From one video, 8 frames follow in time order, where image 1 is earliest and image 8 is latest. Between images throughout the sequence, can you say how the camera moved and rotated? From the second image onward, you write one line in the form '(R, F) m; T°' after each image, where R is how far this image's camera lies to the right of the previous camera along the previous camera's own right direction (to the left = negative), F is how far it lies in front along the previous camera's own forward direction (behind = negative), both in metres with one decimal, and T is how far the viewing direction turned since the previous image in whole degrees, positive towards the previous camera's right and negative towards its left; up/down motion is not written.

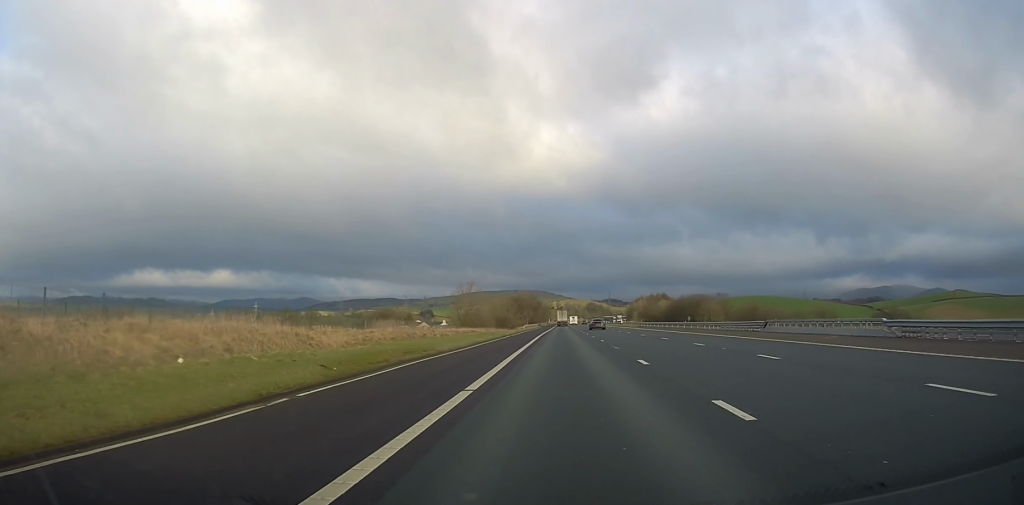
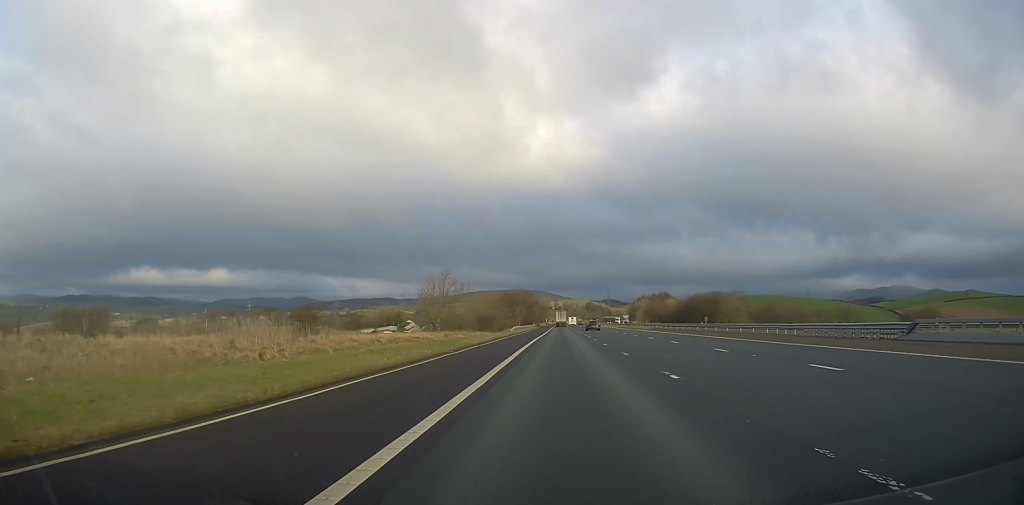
(-0.1, +24.3) m; 0°
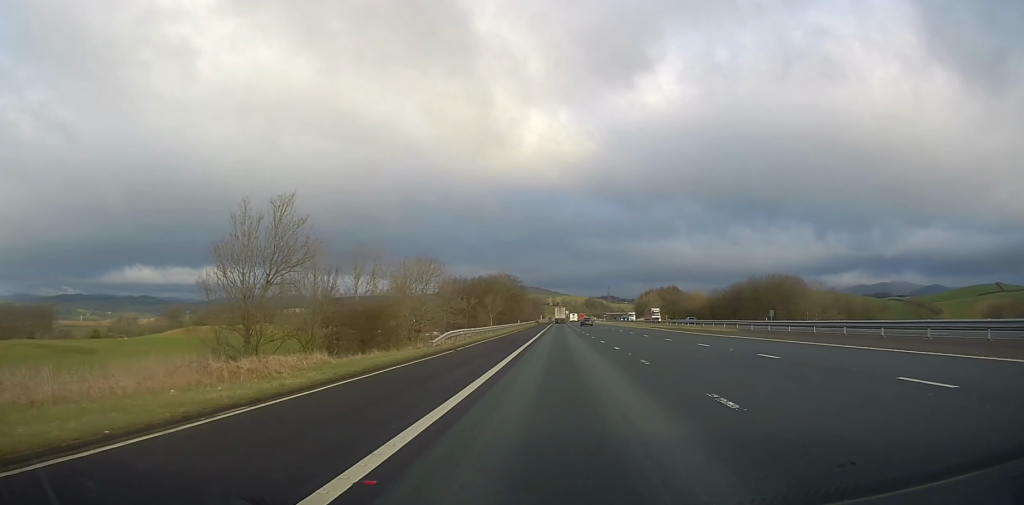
(0.0, +52.6) m; 0°
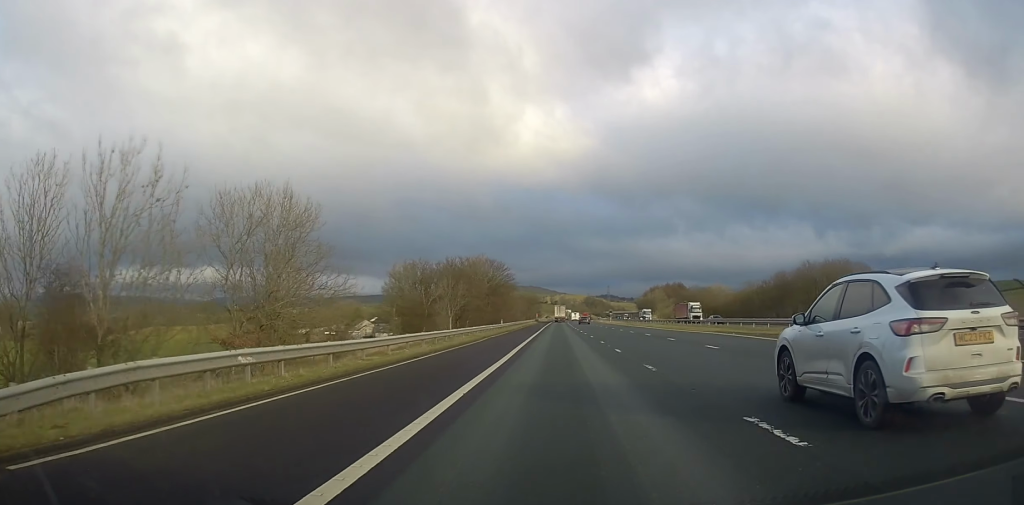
(0.0, +28.5) m; 0°
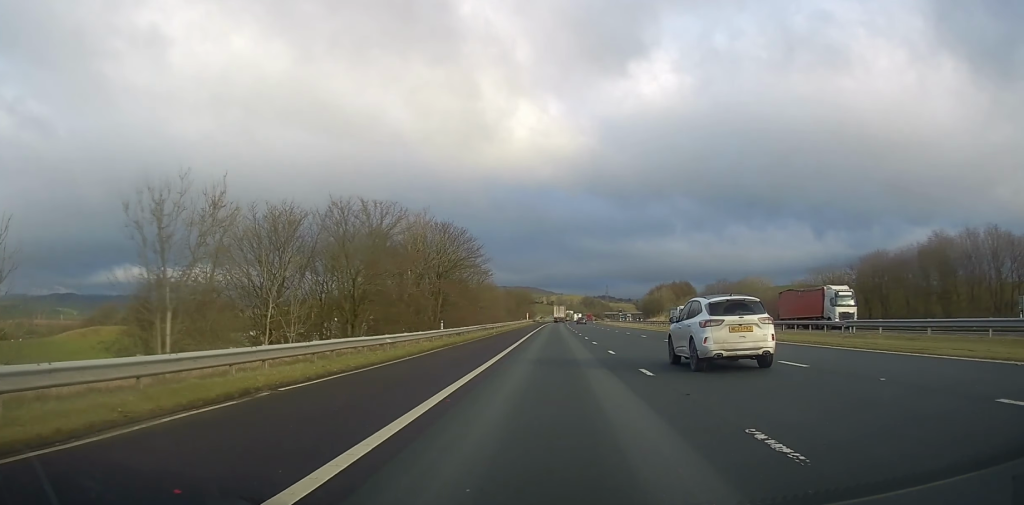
(+0.2, +37.2) m; 0°
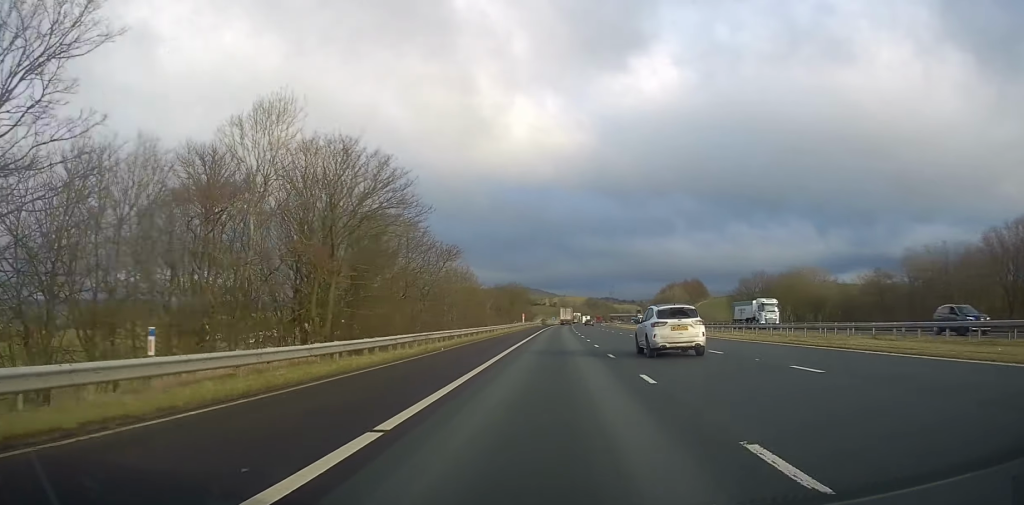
(-0.1, +28.7) m; 0°
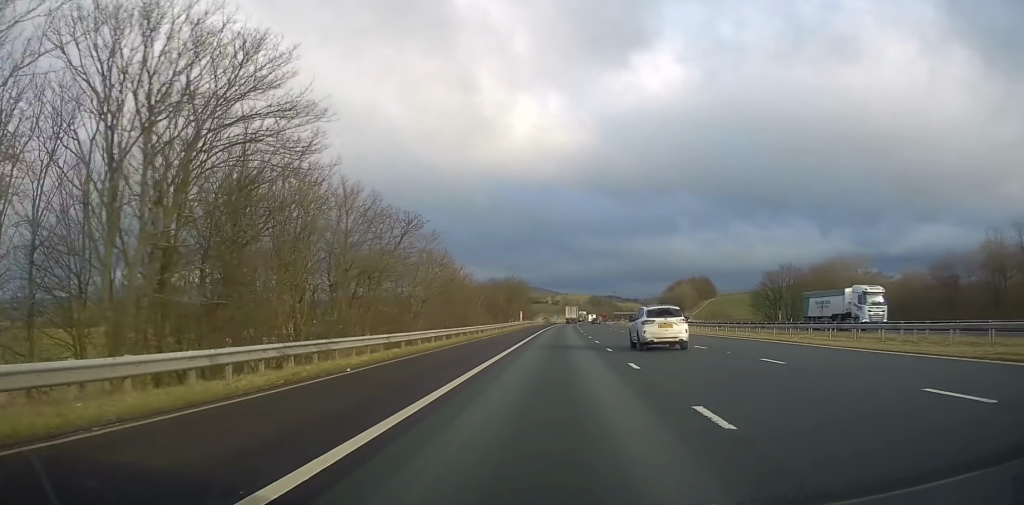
(0.0, +15.5) m; 0°
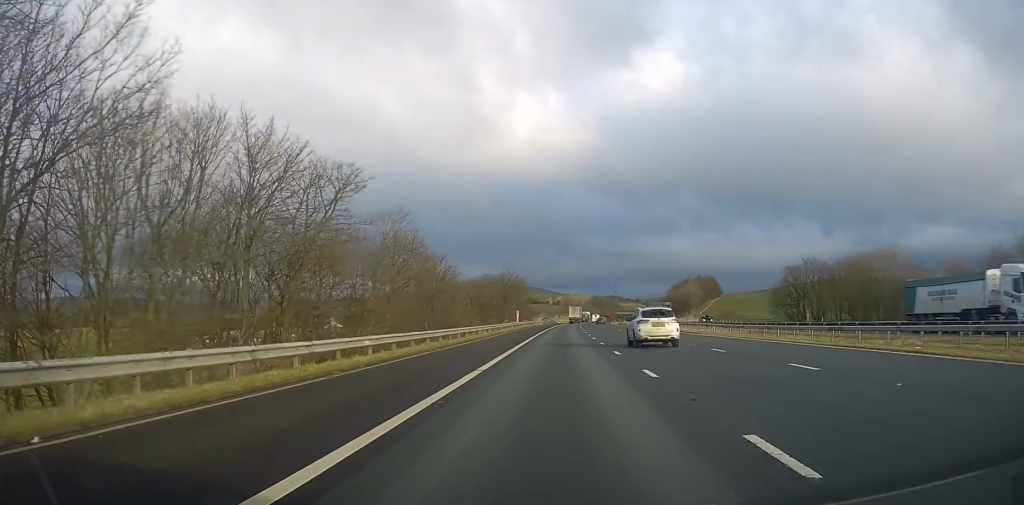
(0.0, +11.3) m; 0°
